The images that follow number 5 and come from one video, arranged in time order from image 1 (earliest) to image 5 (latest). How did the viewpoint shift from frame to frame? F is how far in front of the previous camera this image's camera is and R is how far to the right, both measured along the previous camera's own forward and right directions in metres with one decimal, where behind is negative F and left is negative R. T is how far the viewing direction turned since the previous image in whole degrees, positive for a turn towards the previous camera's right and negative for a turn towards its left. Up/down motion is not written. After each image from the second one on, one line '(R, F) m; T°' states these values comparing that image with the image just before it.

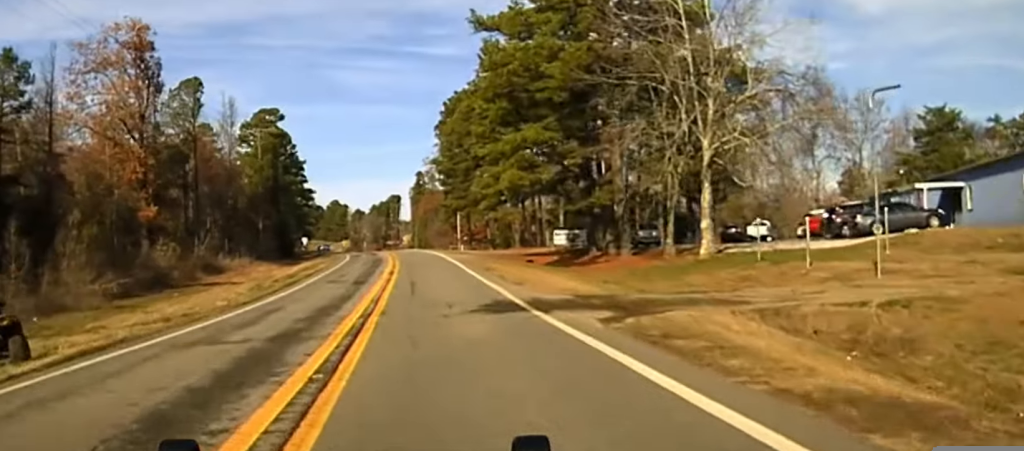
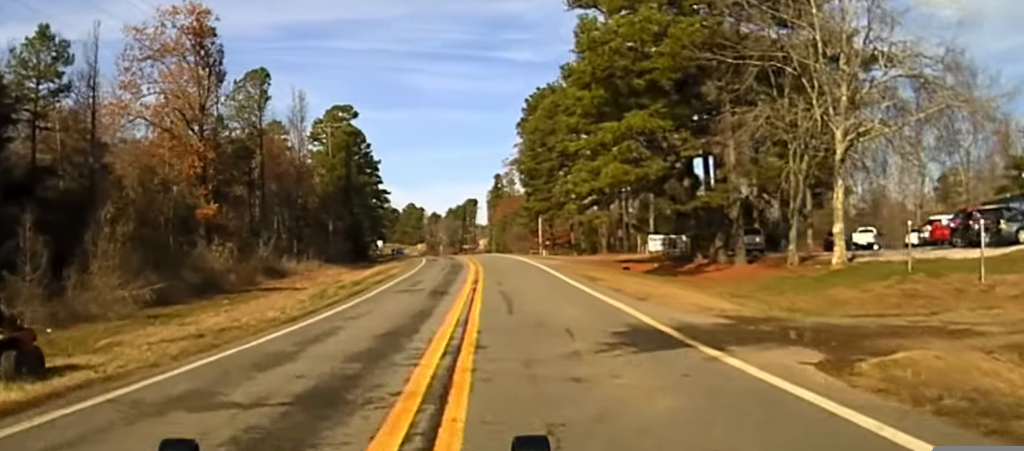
(-0.1, +7.0) m; -2°
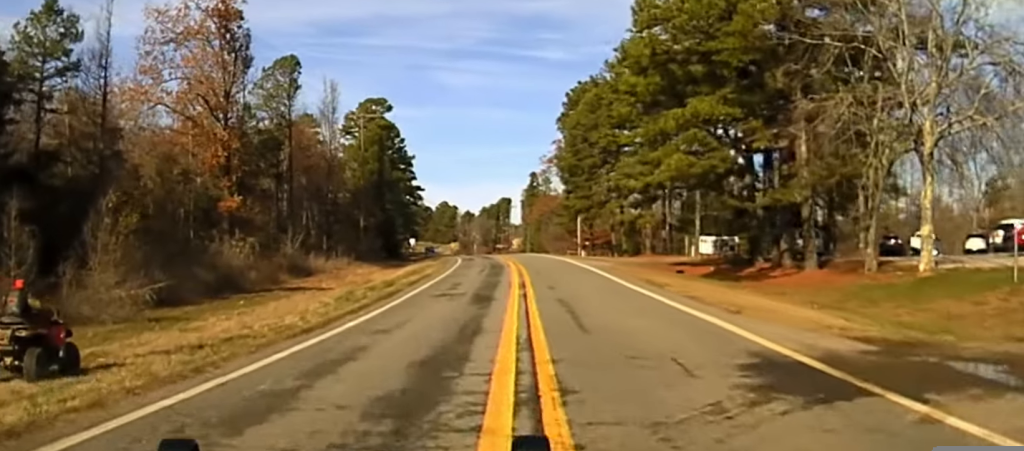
(0.0, +6.1) m; -2°
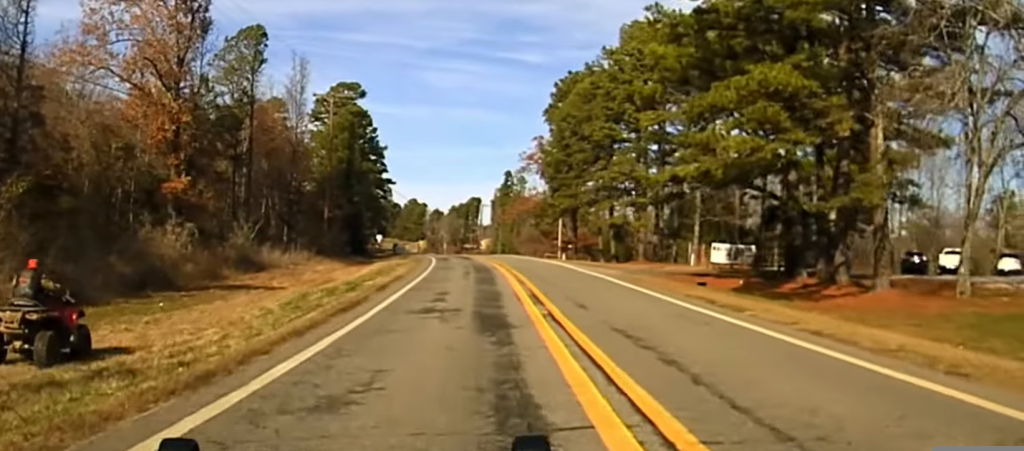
(-0.4, +9.2) m; -1°
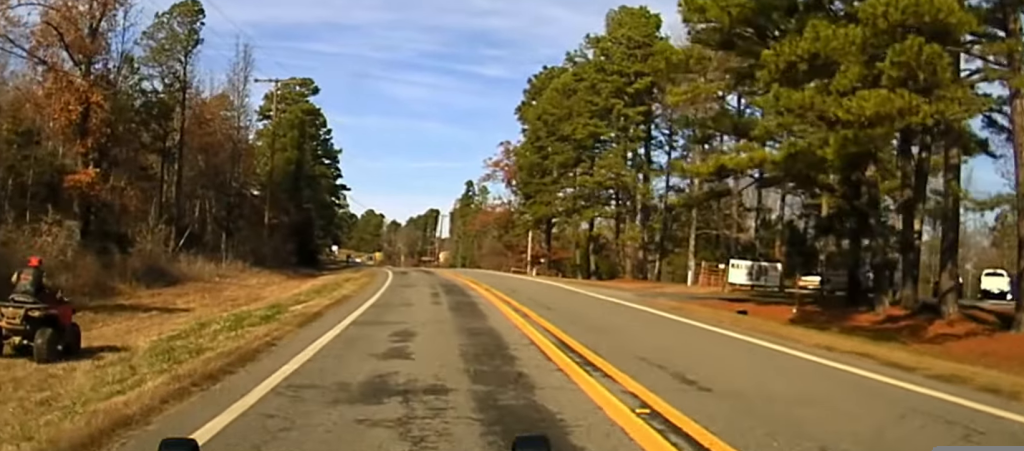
(+0.2, +9.2) m; +2°
